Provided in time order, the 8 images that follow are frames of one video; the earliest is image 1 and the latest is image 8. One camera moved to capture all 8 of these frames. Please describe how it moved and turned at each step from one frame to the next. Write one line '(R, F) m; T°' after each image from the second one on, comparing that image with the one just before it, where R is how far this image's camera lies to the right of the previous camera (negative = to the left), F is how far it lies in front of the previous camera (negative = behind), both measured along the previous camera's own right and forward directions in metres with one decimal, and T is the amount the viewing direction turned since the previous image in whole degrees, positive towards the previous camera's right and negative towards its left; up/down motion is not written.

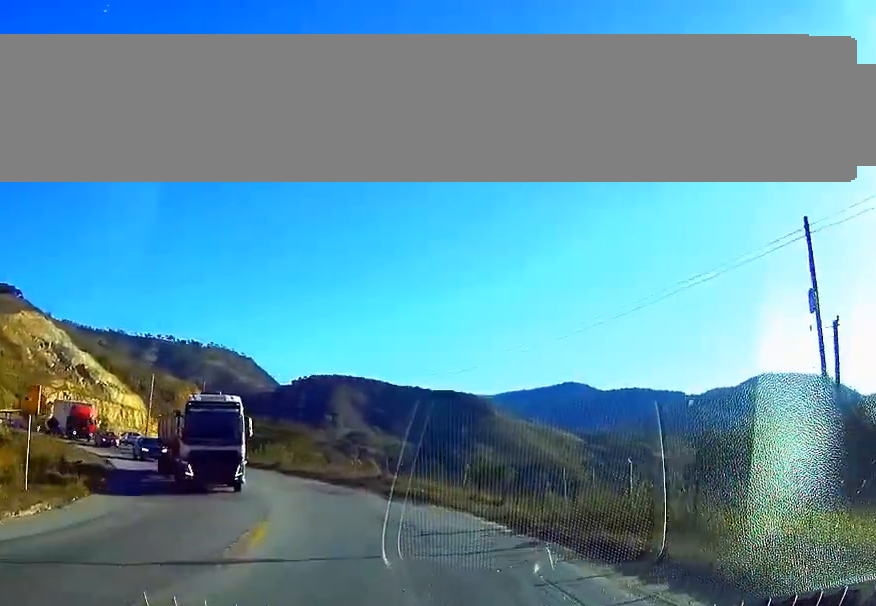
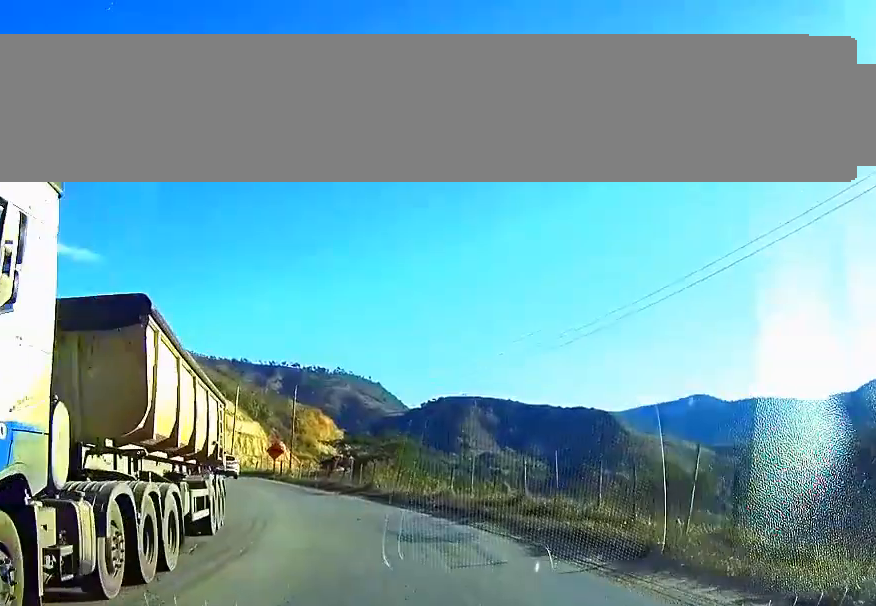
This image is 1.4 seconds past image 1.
(-0.7, +17.4) m; -6°
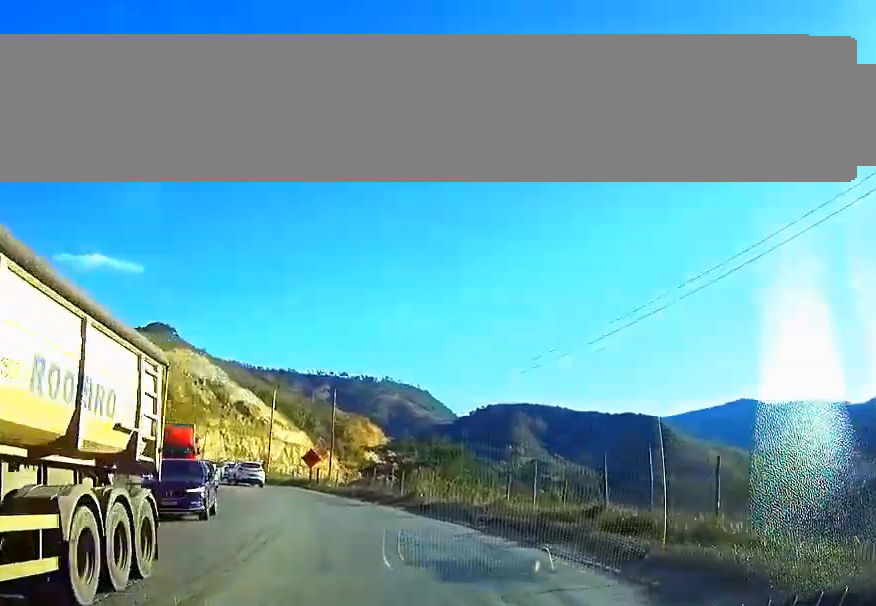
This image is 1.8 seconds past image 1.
(+0.1, +5.5) m; -3°
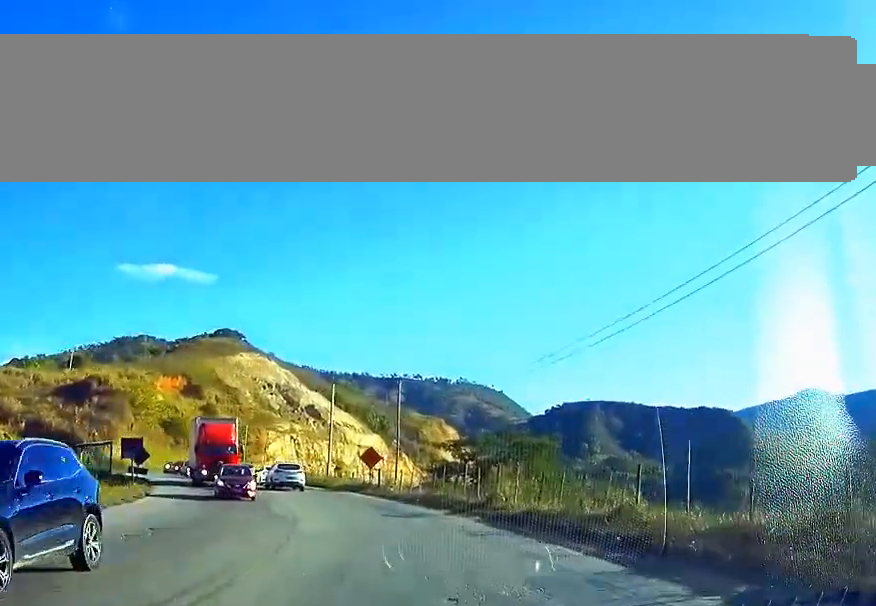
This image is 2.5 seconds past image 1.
(-0.7, +9.1) m; -7°
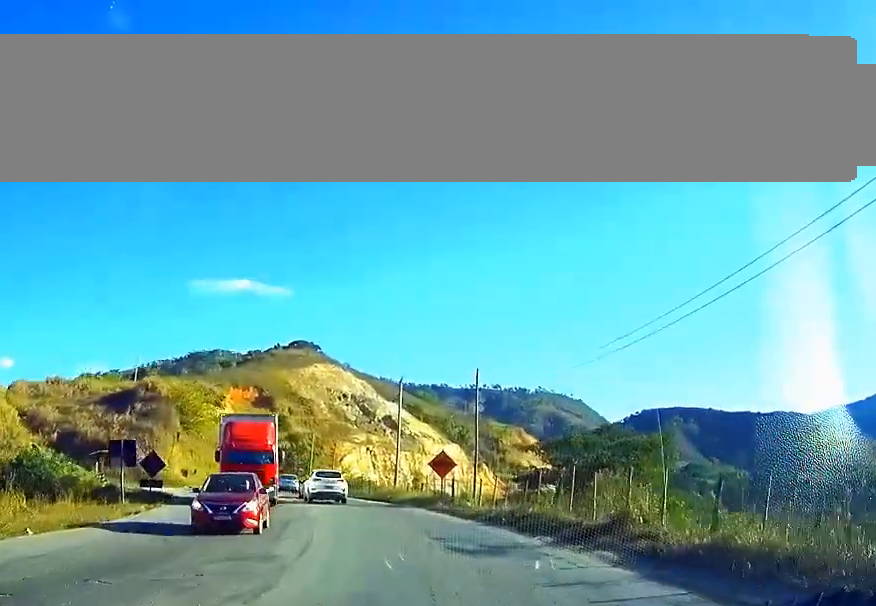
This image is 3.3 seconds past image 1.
(-0.8, +10.6) m; -5°
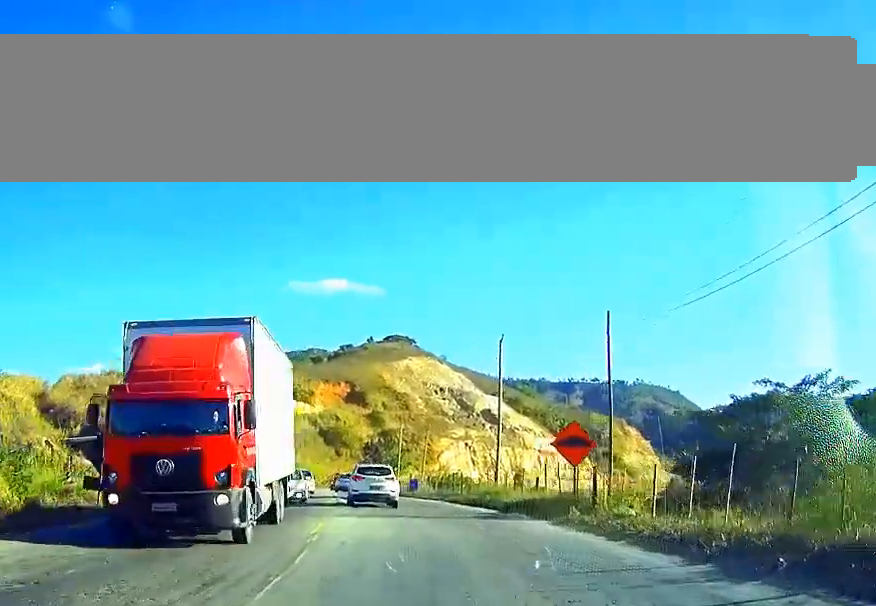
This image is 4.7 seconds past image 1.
(-0.6, +17.2) m; -6°
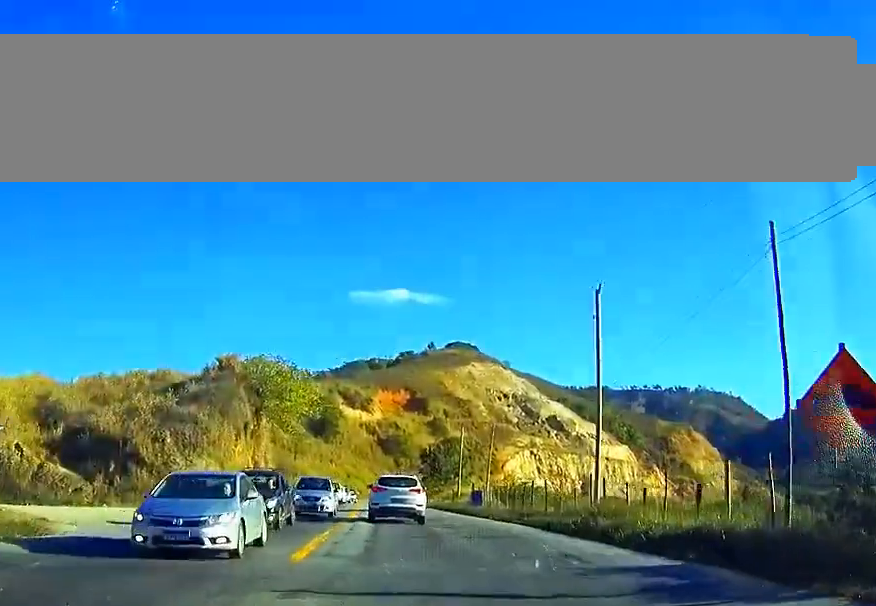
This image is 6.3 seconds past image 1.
(-1.3, +15.7) m; -5°
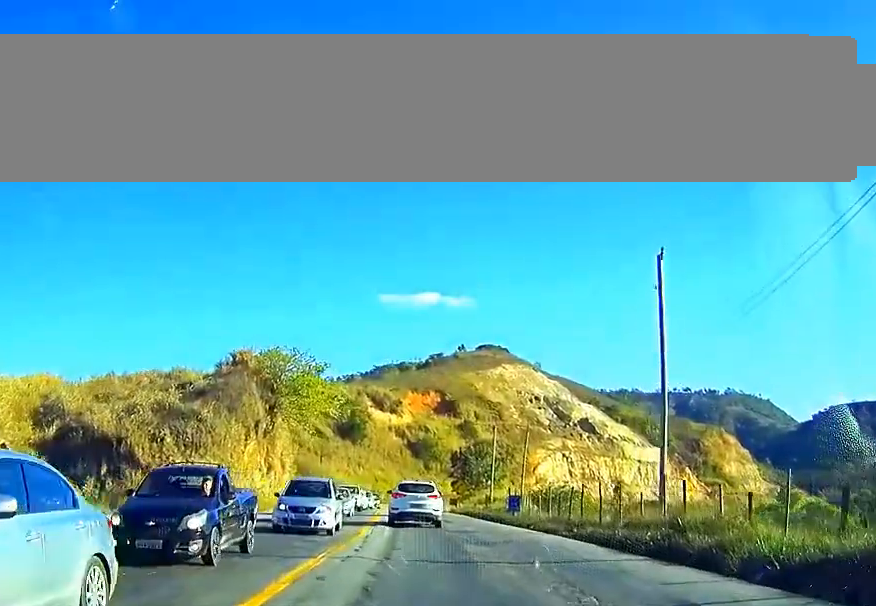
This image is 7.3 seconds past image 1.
(0.0, +6.9) m; -2°
